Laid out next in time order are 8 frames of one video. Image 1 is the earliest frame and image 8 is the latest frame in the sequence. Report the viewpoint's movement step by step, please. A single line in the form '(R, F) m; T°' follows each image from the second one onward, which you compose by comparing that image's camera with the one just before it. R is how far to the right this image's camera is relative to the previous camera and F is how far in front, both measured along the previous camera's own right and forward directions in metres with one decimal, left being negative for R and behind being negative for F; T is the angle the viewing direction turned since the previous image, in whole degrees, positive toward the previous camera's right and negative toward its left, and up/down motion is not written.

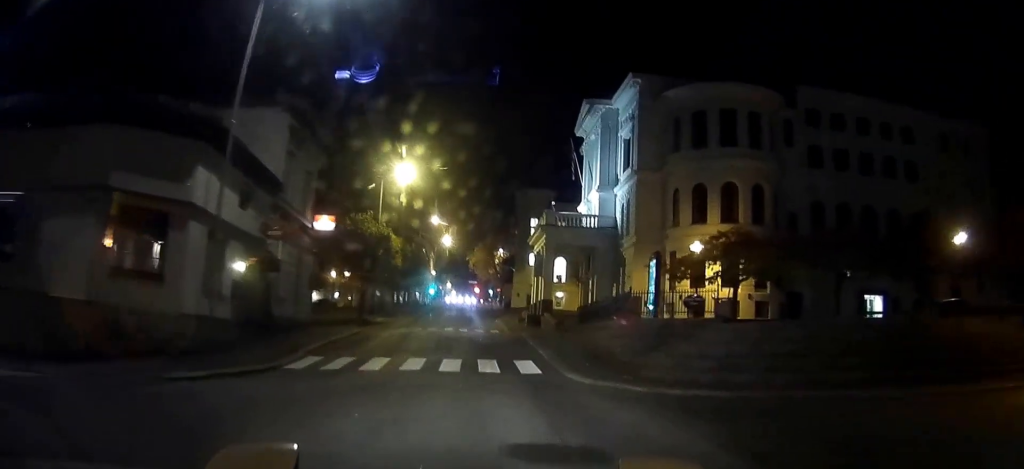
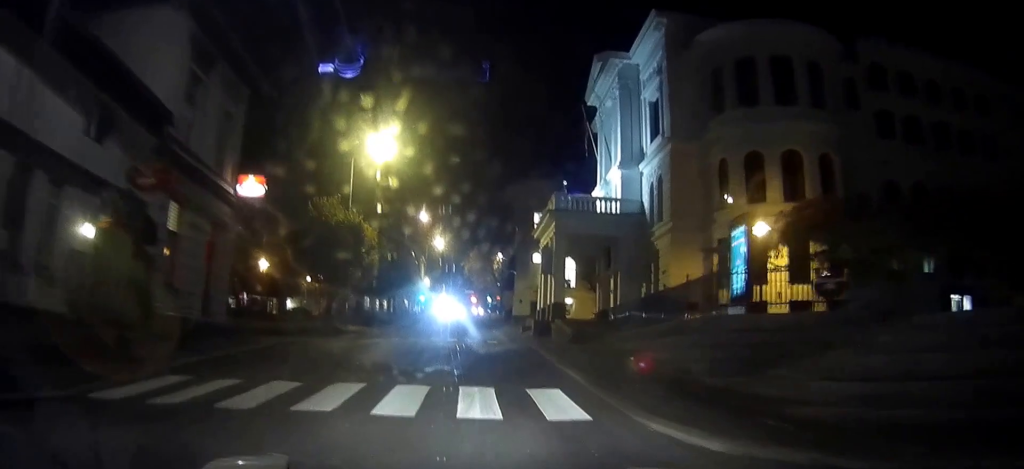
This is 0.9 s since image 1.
(0.0, +9.5) m; 0°
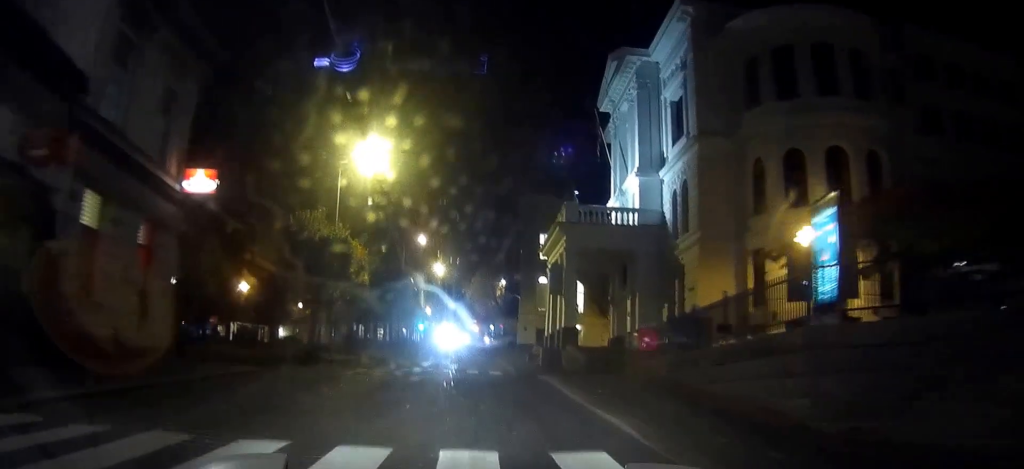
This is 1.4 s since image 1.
(0.0, +5.0) m; 0°
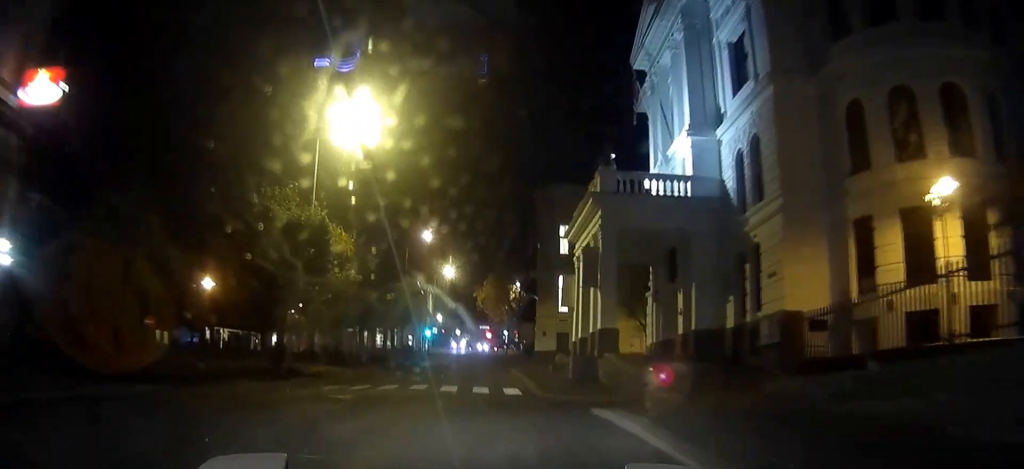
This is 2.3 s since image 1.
(0.0, +9.5) m; 0°
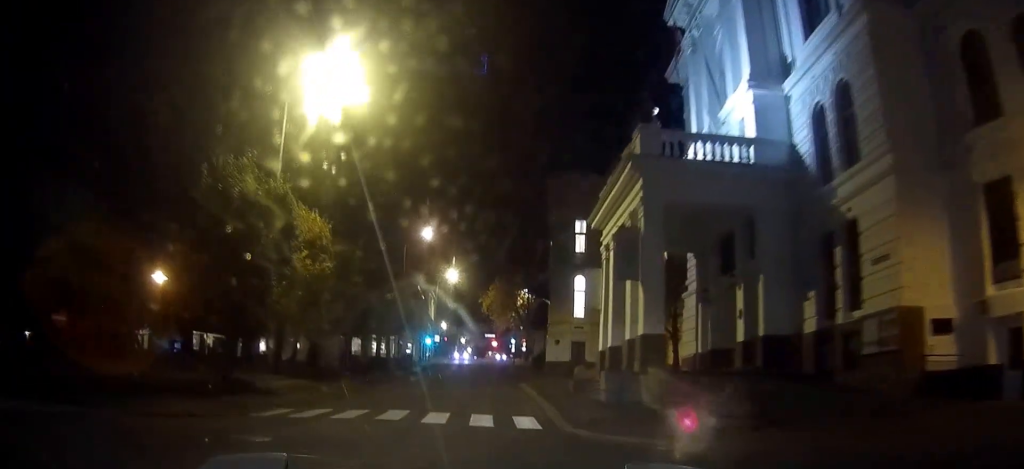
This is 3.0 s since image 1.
(0.0, +7.9) m; +2°
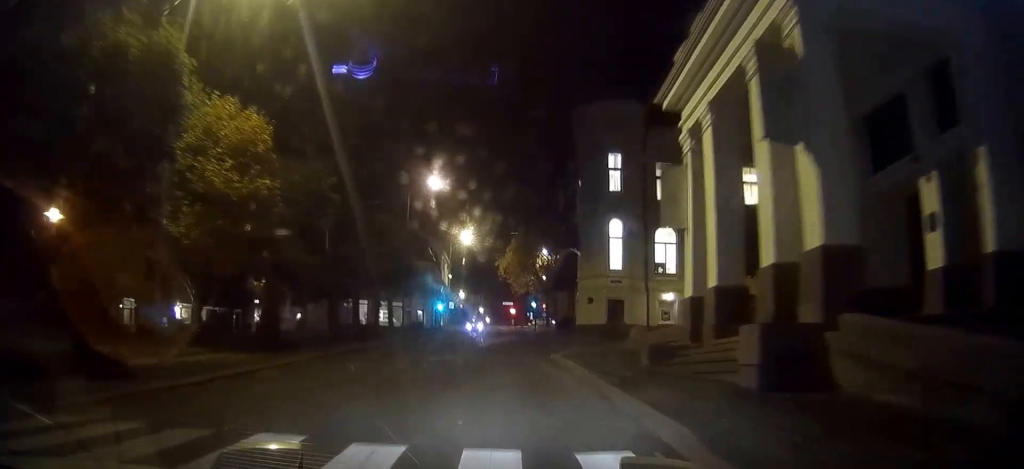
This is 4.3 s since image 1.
(+0.4, +12.8) m; +2°
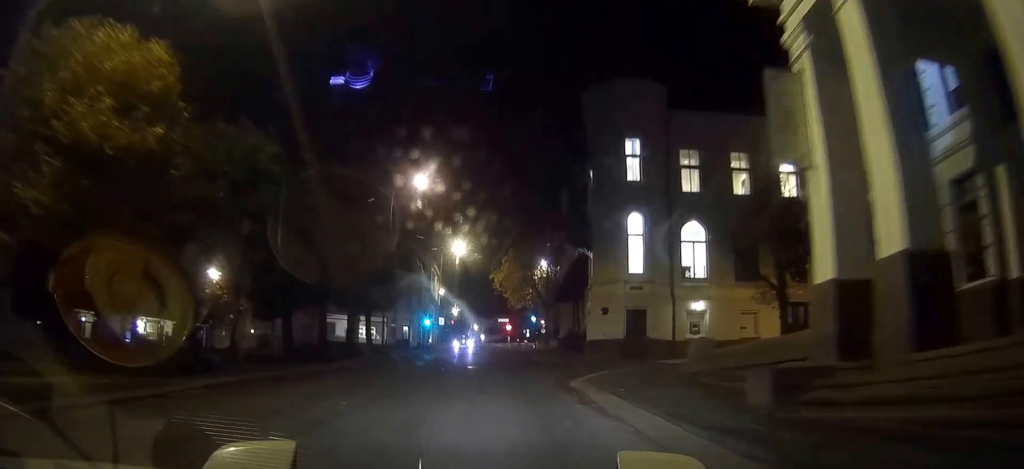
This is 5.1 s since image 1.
(-0.1, +7.5) m; -1°
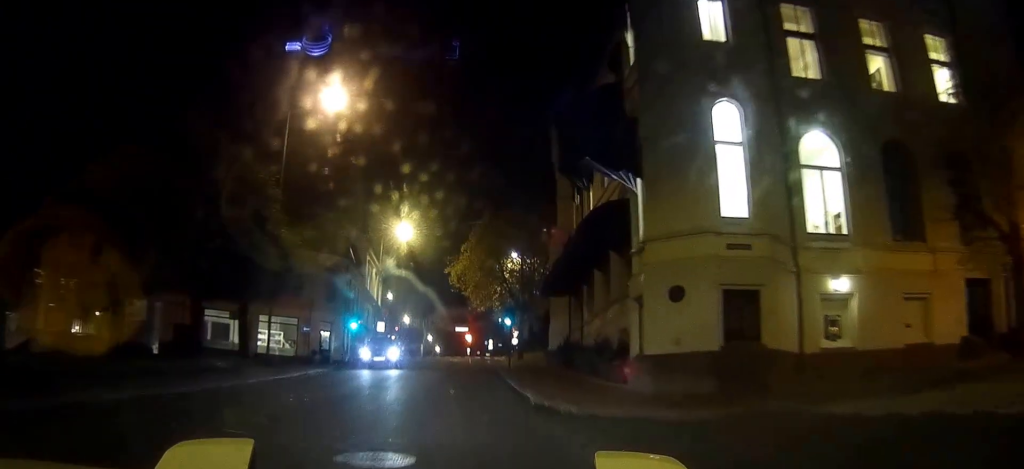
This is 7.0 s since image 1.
(-0.2, +17.1) m; -1°
